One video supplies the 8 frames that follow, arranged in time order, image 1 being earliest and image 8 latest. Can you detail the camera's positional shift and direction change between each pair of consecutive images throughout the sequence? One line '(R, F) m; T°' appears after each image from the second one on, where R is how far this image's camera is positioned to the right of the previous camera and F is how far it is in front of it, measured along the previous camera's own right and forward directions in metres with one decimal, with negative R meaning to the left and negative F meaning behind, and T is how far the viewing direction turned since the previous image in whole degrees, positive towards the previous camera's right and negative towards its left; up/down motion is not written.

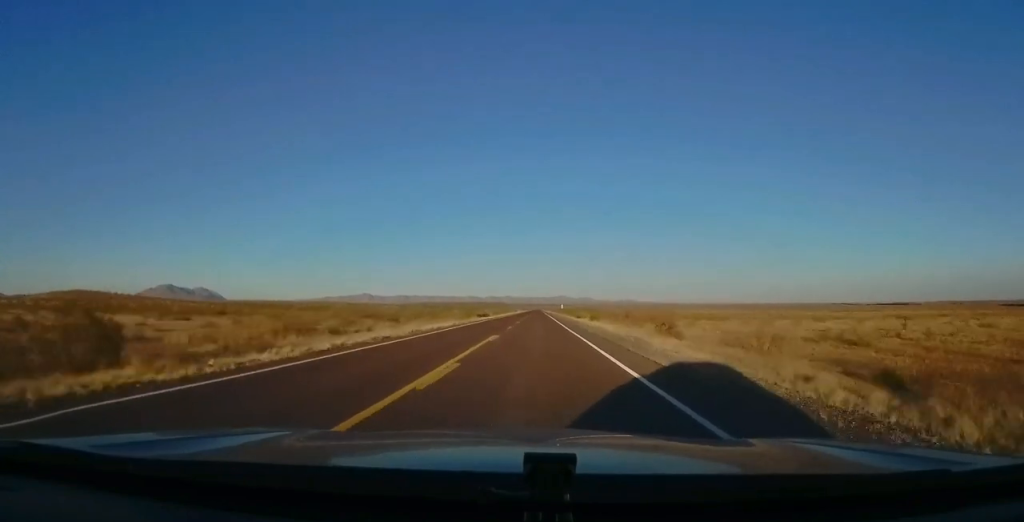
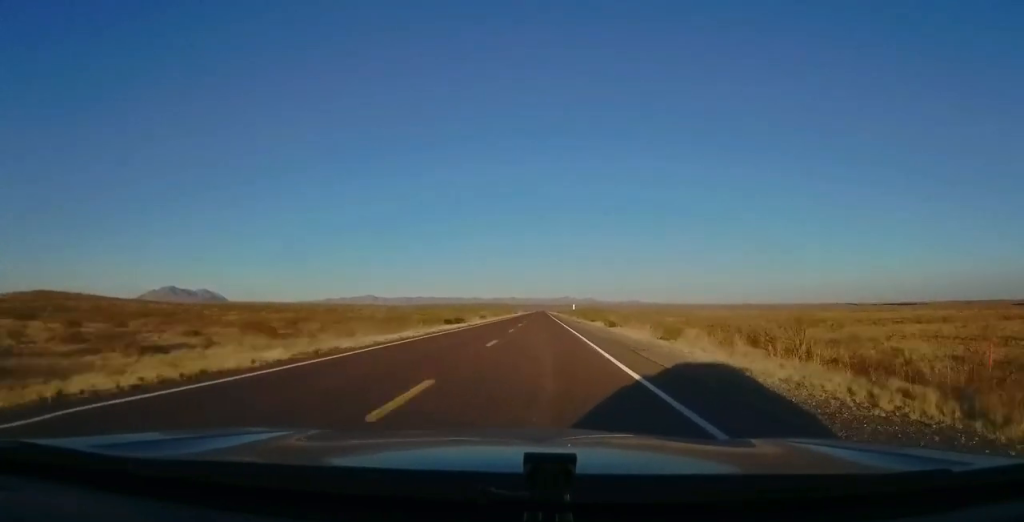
(+0.6, +38.7) m; 0°
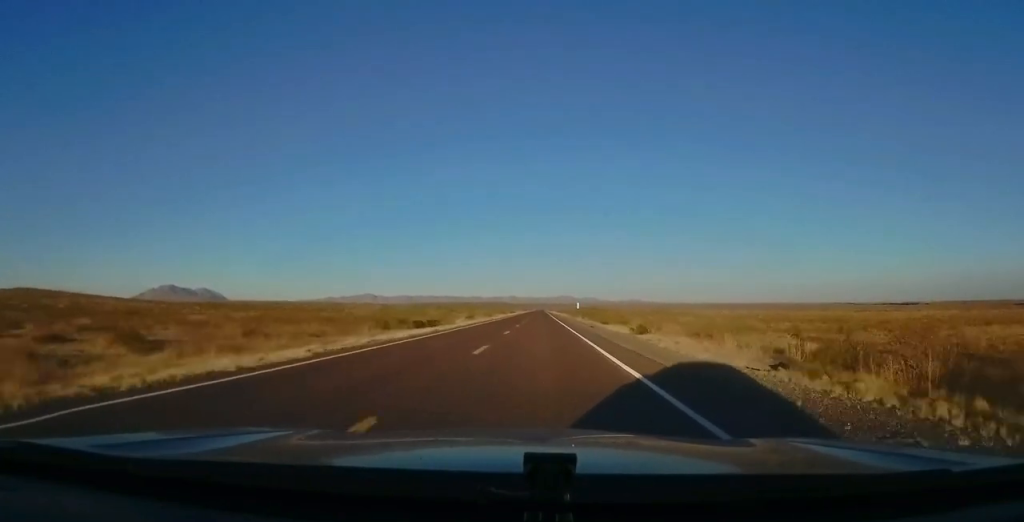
(-0.3, +15.5) m; 0°
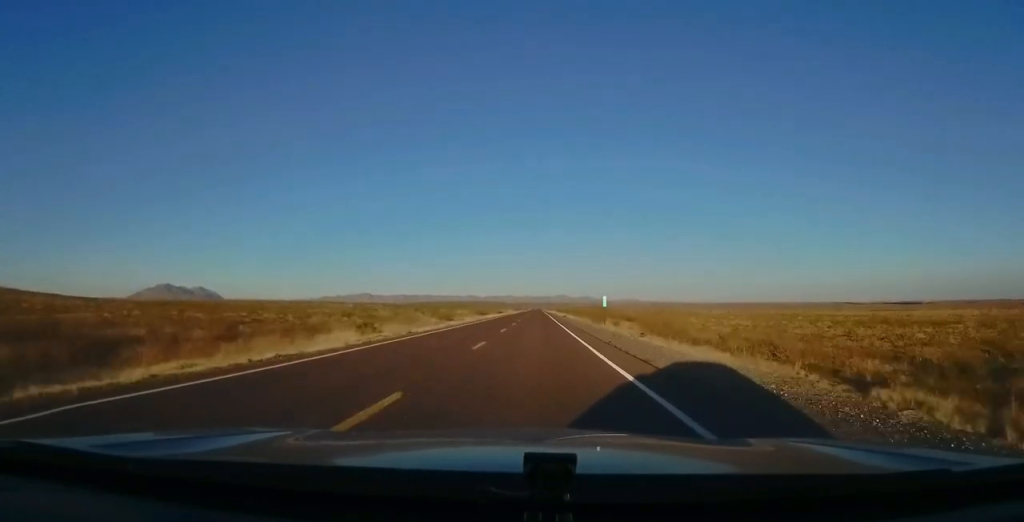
(+0.4, +46.4) m; +1°
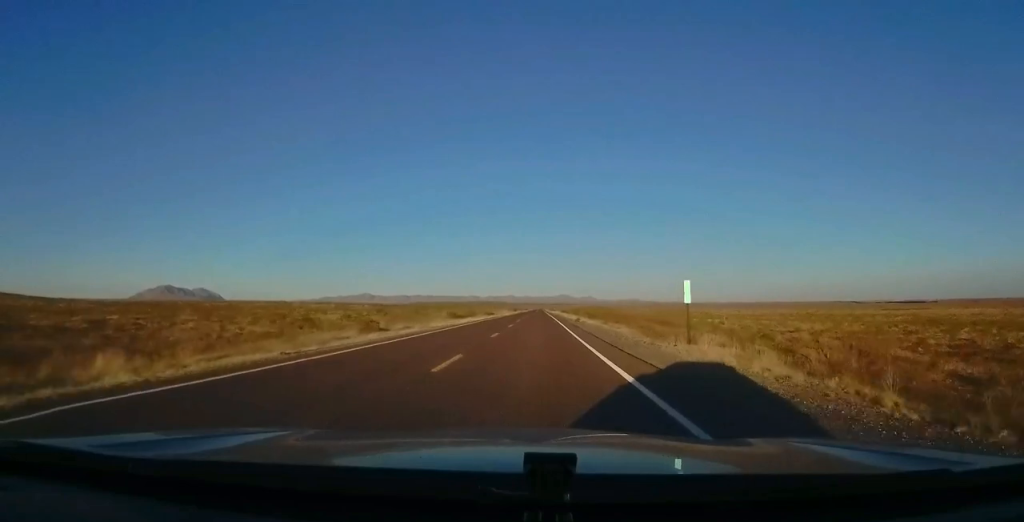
(-0.2, +29.7) m; -1°
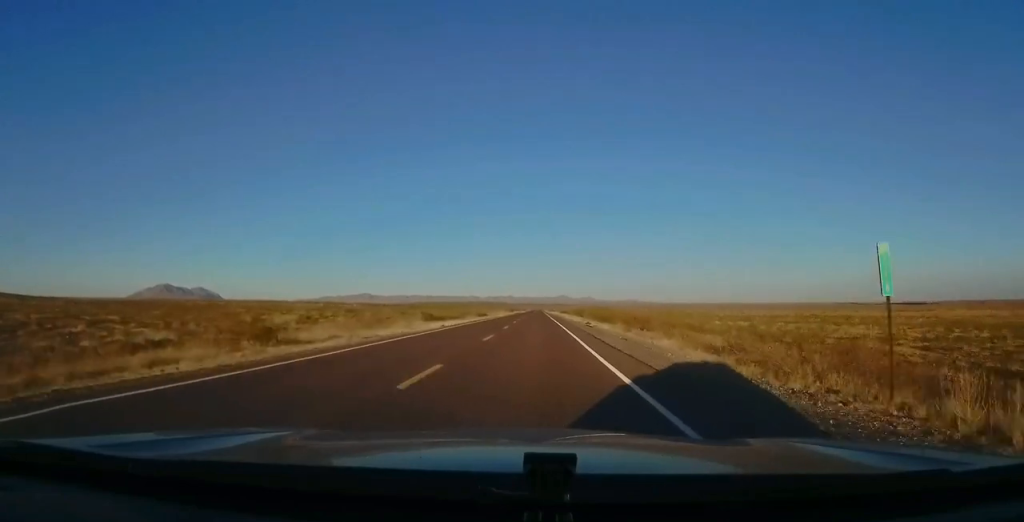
(-0.2, +14.4) m; 0°
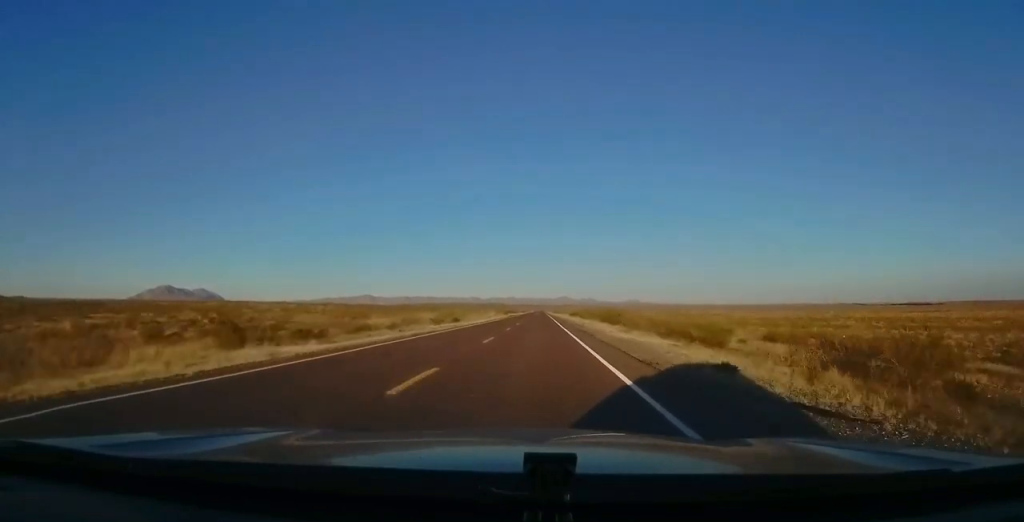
(+0.1, +36.4) m; 0°
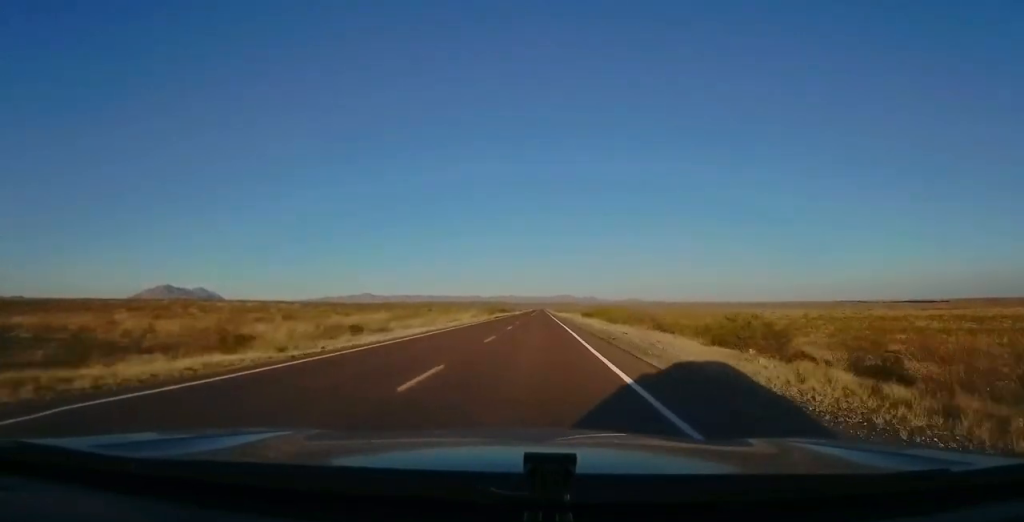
(-0.3, +35.6) m; -1°
